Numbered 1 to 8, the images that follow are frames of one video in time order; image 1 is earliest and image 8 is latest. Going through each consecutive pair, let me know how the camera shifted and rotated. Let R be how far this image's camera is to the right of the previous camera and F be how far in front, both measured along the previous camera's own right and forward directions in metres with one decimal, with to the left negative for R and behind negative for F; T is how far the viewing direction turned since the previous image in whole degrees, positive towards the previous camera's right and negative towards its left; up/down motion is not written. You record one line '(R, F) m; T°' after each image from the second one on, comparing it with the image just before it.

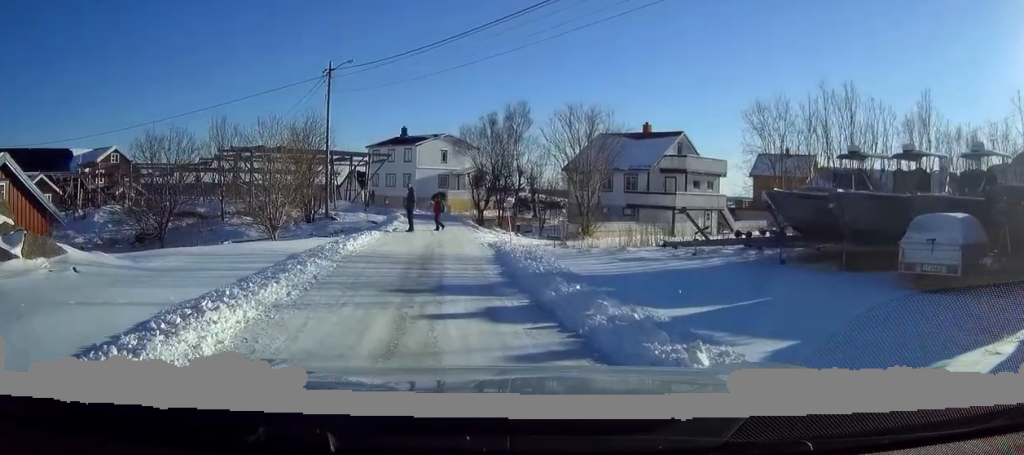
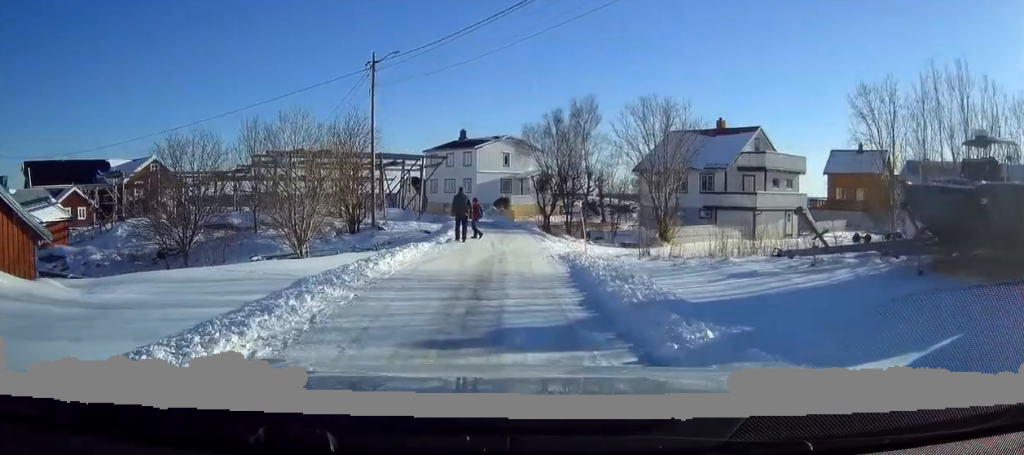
(-0.3, +3.7) m; -10°
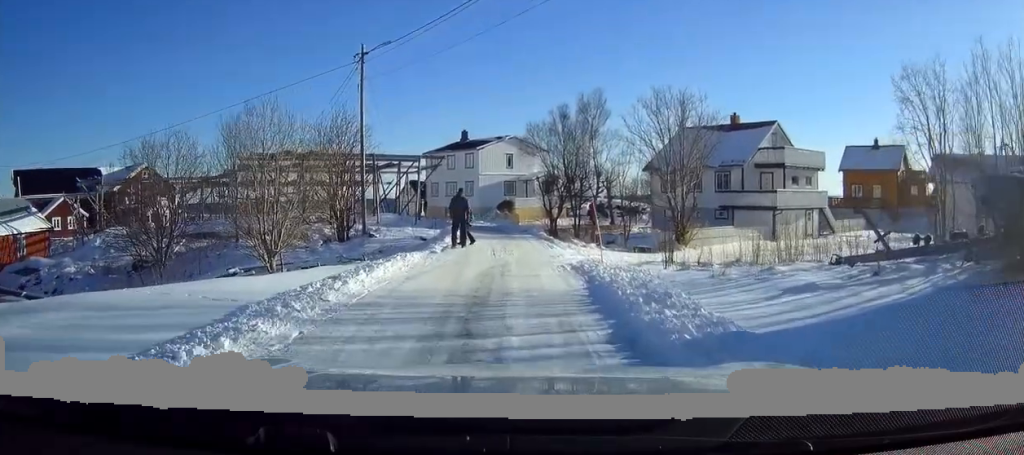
(-0.2, +2.5) m; -4°
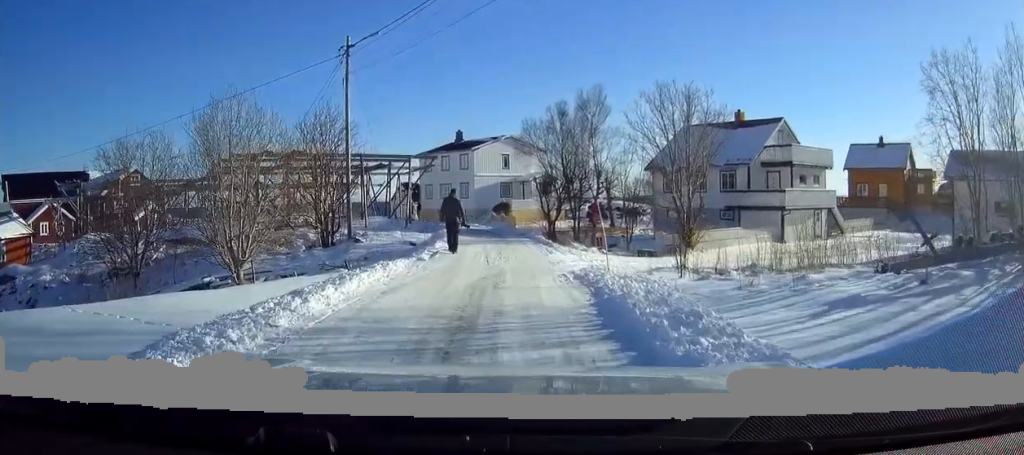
(0.0, +1.7) m; 0°
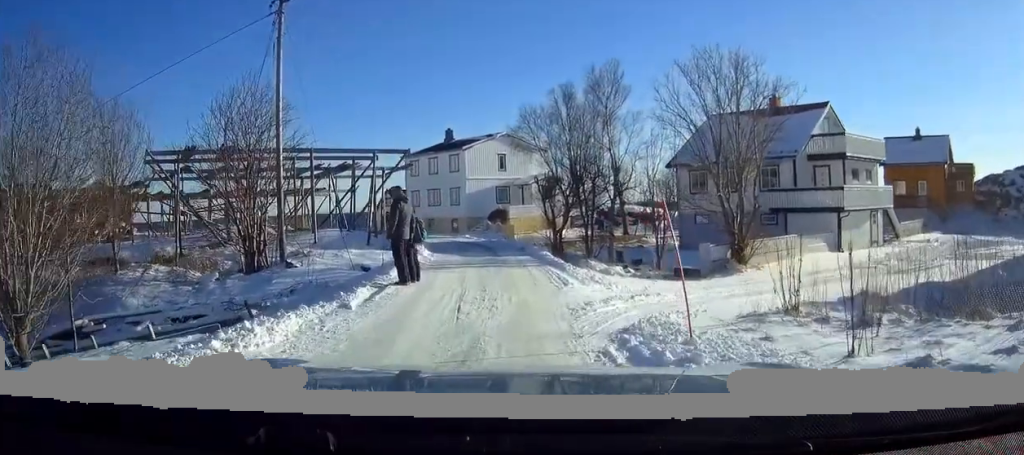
(+0.3, +7.0) m; +8°
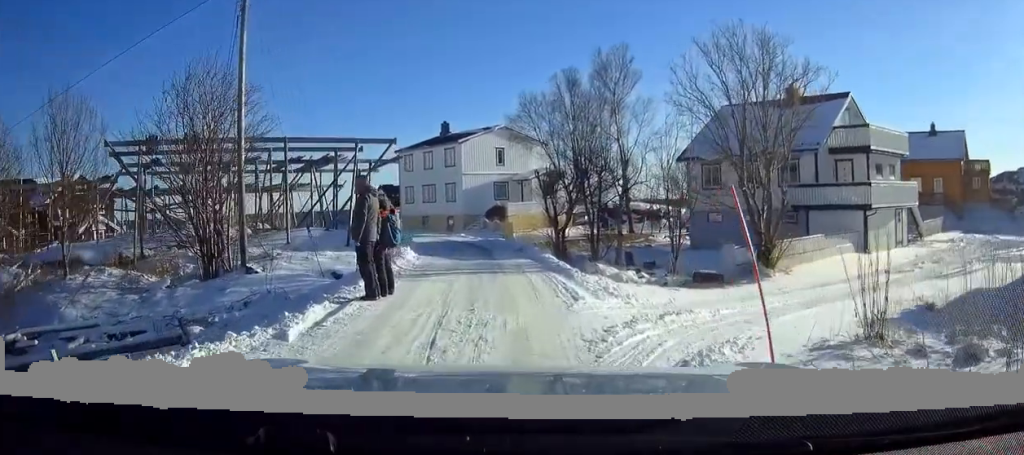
(+0.2, +2.7) m; +2°
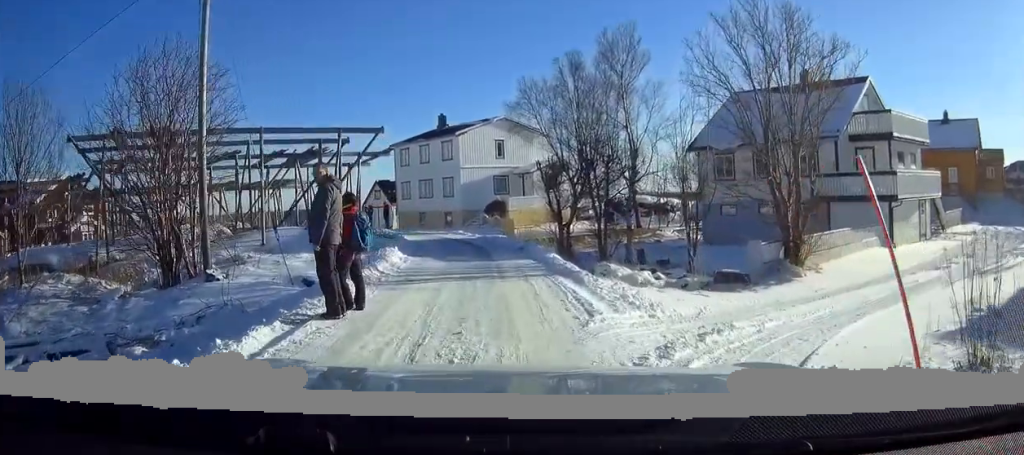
(0.0, +2.2) m; +1°
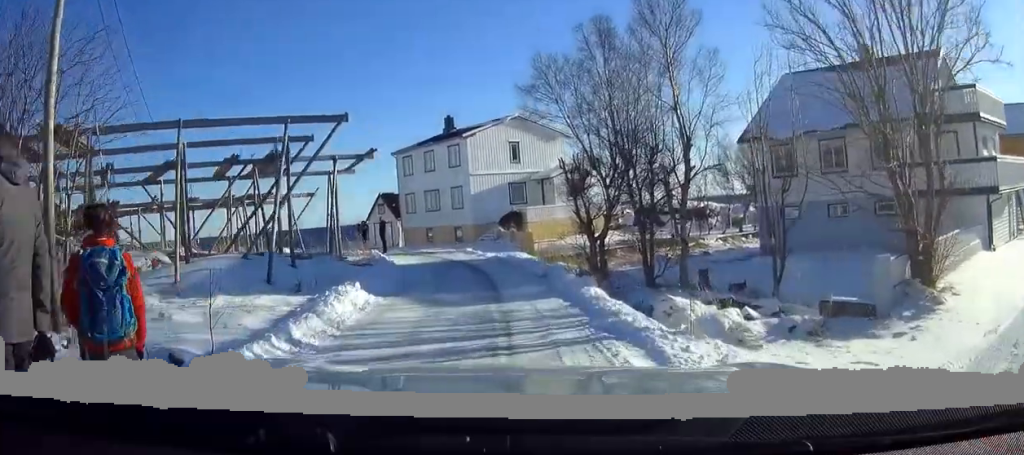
(0.0, +6.2) m; -2°
